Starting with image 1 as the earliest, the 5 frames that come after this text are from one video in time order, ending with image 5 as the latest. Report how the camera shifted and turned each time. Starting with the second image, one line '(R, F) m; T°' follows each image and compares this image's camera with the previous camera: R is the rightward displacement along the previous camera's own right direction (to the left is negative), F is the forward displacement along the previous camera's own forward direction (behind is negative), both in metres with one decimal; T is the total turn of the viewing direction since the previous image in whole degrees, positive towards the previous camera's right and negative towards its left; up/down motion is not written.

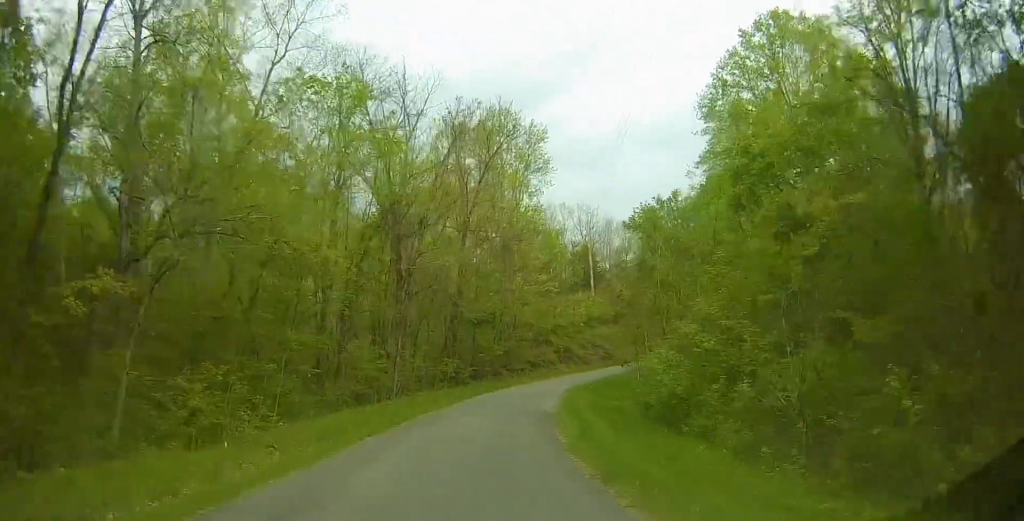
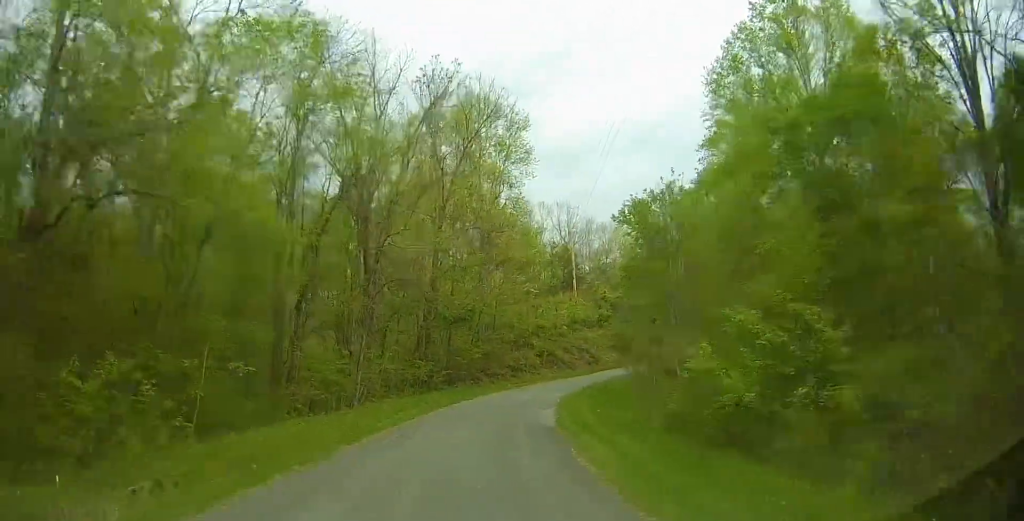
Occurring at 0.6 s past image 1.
(+0.1, +5.1) m; +3°
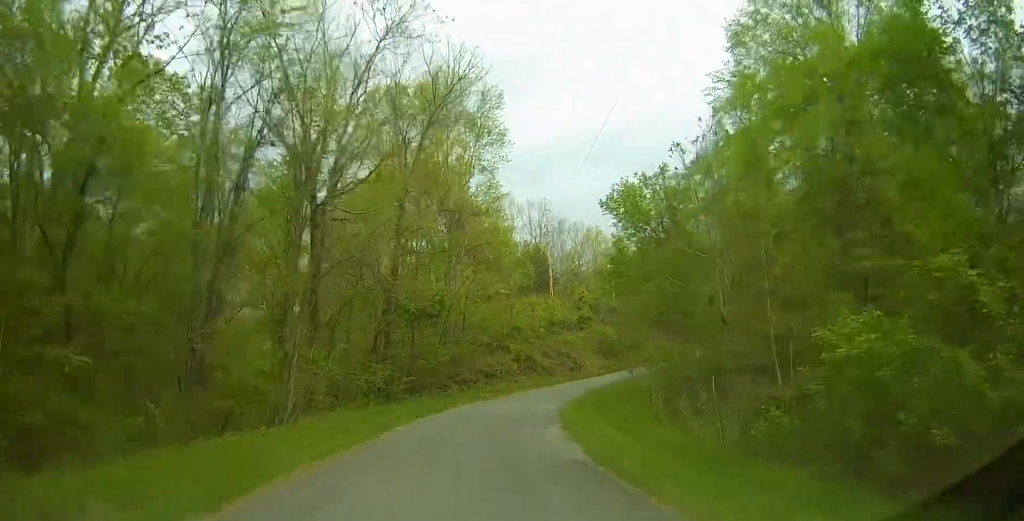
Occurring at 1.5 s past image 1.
(+0.3, +7.4) m; +6°
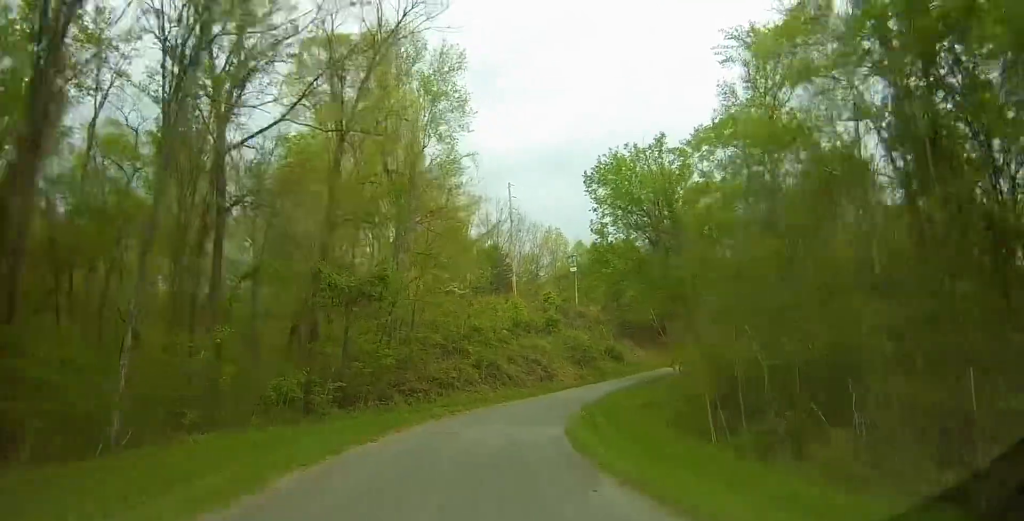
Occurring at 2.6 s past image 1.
(+0.8, +9.8) m; +6°
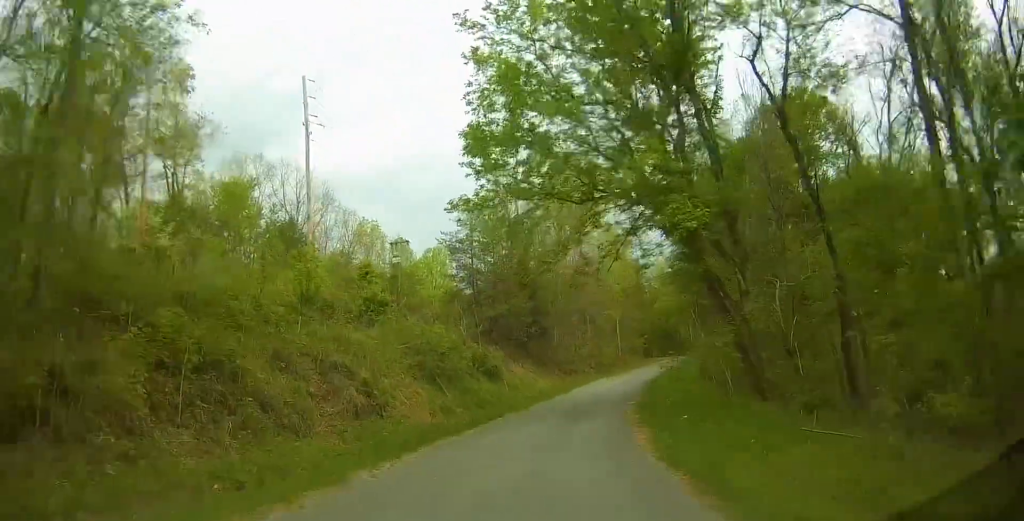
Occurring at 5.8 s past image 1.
(+2.5, +27.7) m; +14°
